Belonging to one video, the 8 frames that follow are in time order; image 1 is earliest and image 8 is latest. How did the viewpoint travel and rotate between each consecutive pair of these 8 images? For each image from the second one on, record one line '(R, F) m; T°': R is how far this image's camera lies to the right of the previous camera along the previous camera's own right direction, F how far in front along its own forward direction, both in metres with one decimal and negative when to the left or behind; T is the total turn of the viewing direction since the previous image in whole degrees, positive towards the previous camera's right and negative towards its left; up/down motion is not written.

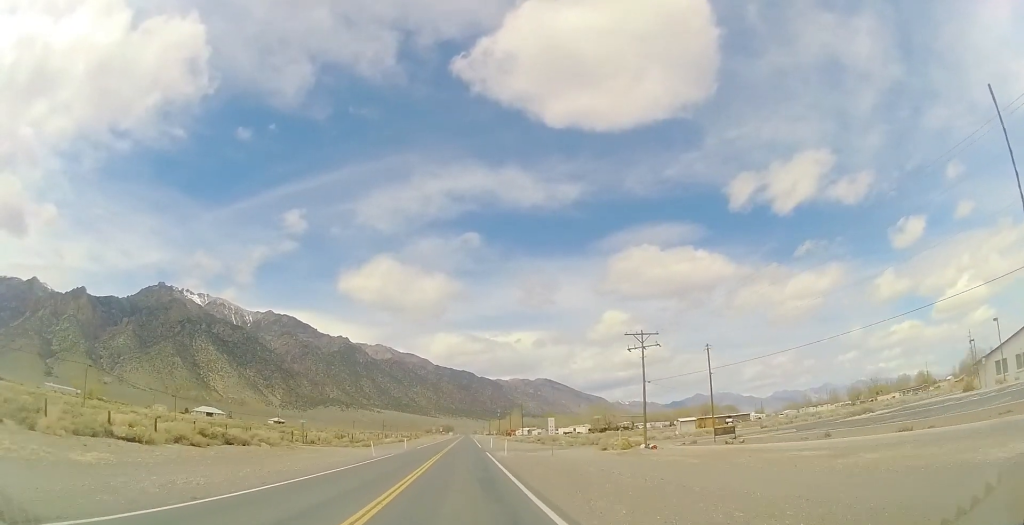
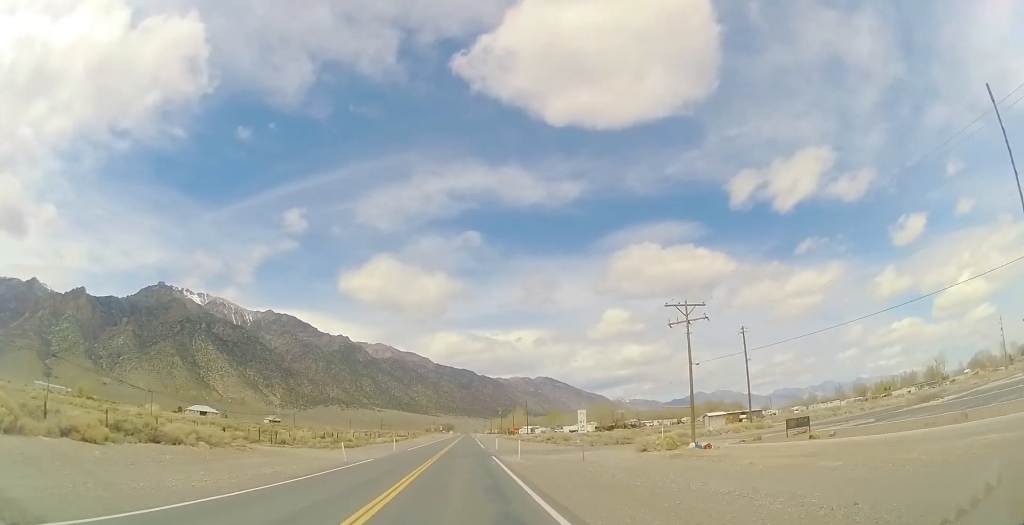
(+0.1, +9.7) m; +1°
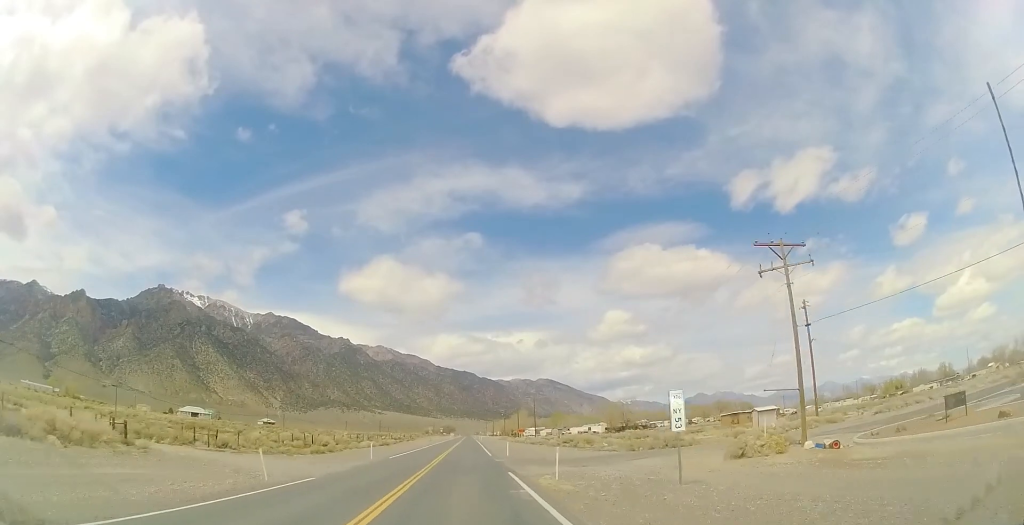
(+0.2, +12.6) m; +1°
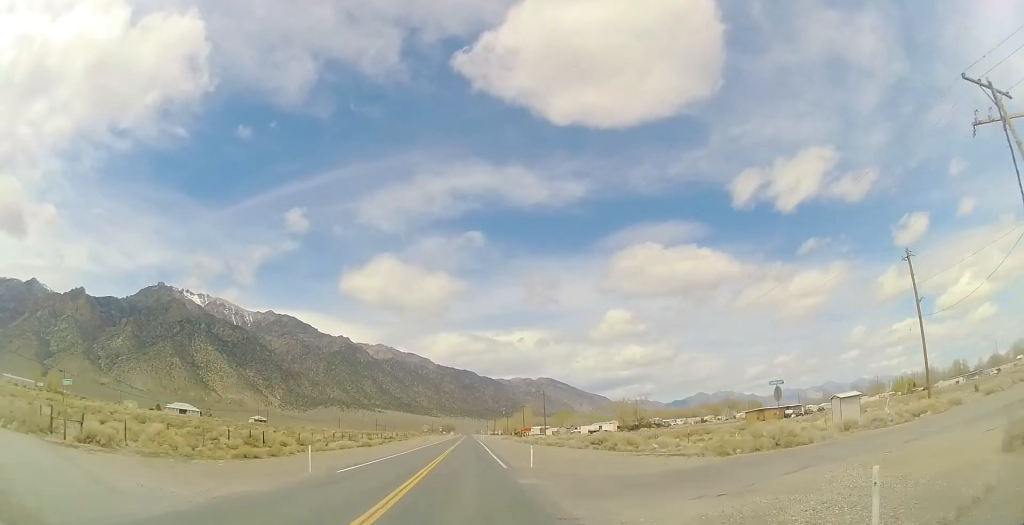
(0.0, +15.6) m; 0°
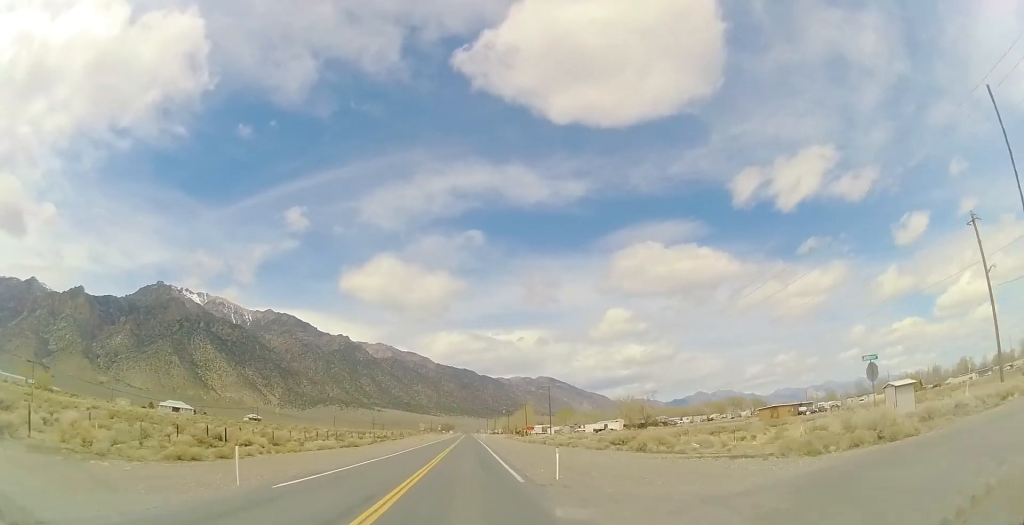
(0.0, +7.6) m; +1°
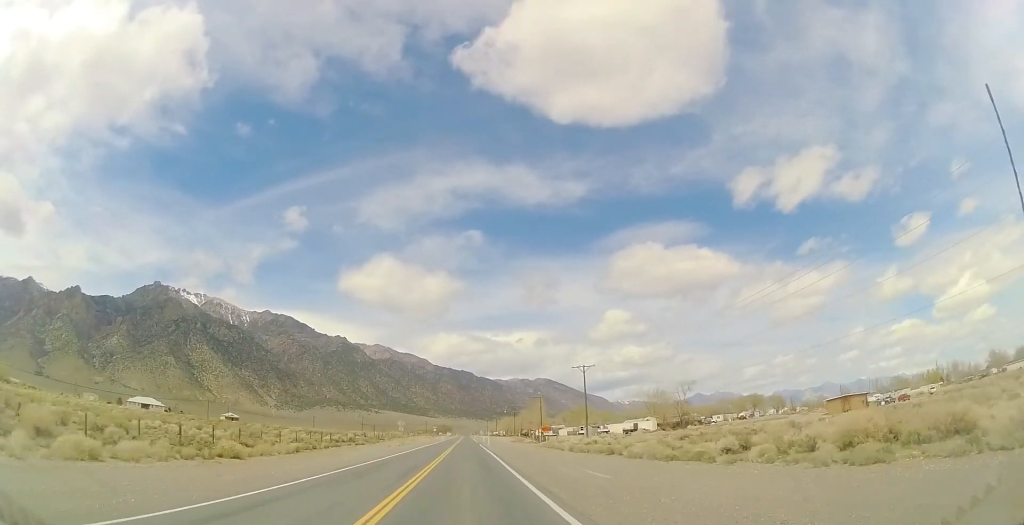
(+0.6, +31.0) m; +2°
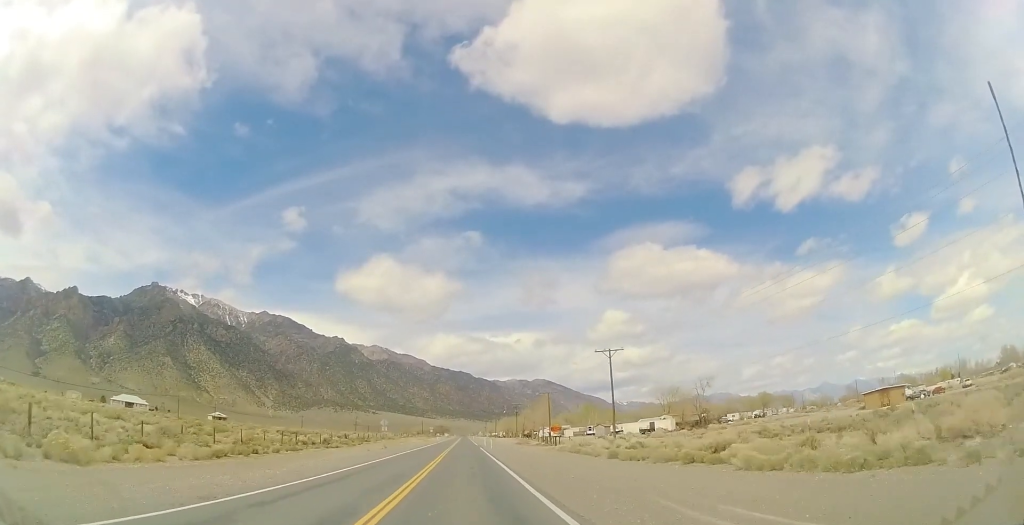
(+0.1, +13.4) m; -1°
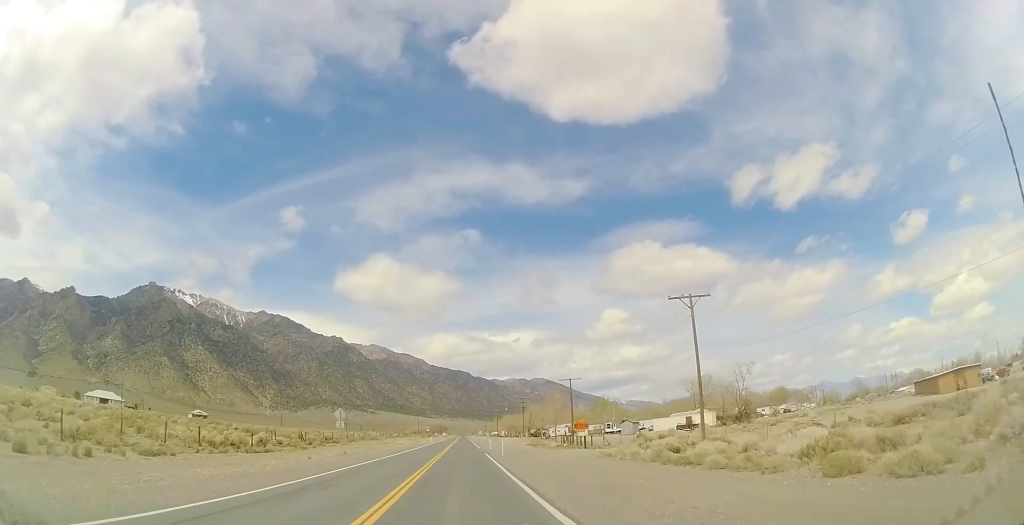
(-0.6, +21.0) m; -2°
